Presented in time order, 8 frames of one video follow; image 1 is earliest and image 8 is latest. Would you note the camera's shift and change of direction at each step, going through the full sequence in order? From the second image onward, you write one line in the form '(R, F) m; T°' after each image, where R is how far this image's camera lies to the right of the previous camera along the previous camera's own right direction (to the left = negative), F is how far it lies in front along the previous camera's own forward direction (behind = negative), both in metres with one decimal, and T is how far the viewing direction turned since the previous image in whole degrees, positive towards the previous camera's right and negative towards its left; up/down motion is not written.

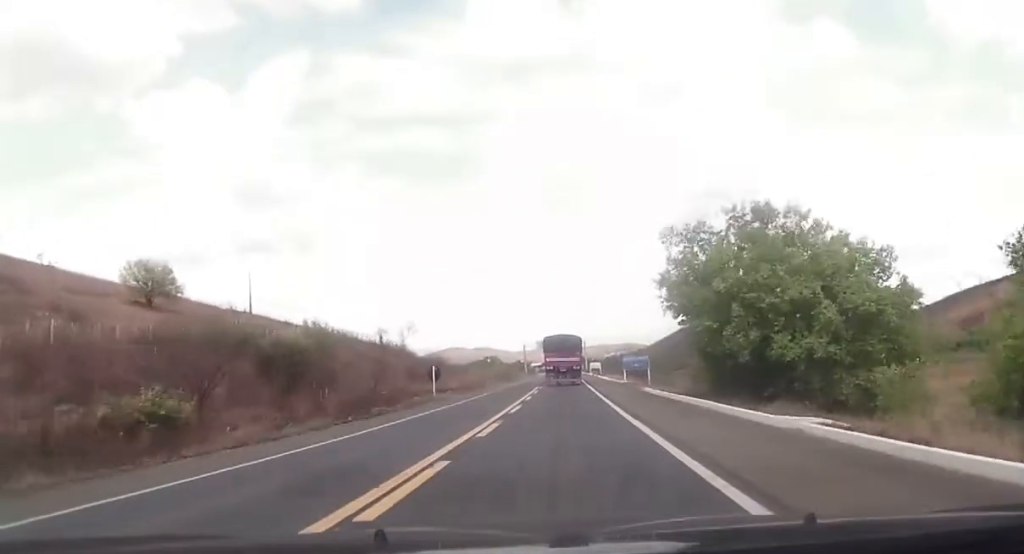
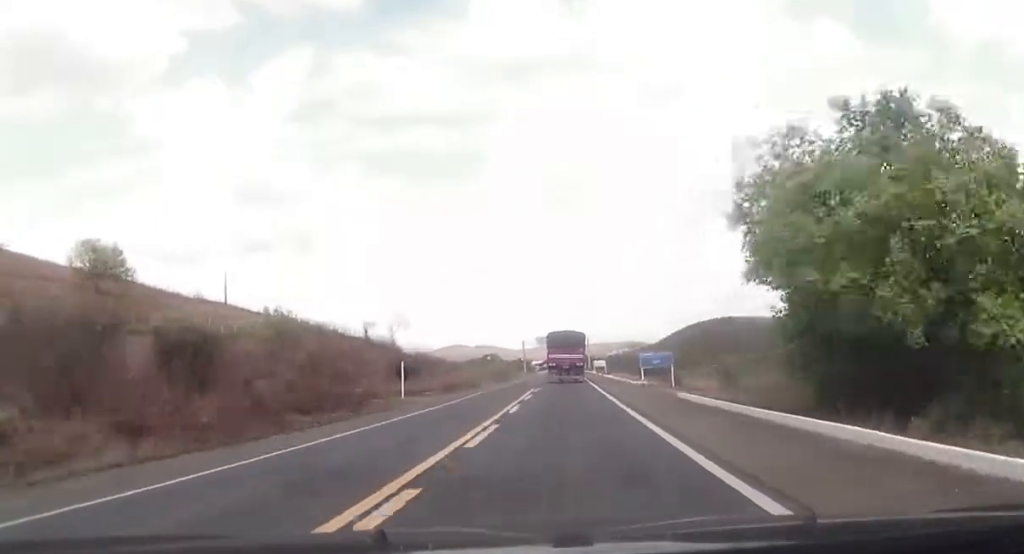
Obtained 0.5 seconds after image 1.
(+0.2, +11.1) m; 0°
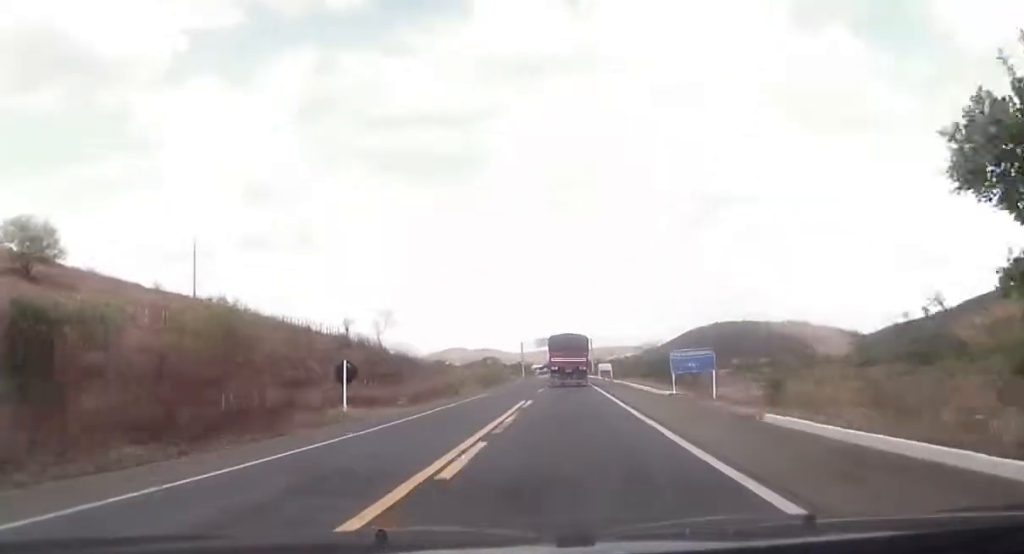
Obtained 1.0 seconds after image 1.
(+0.2, +11.9) m; 0°
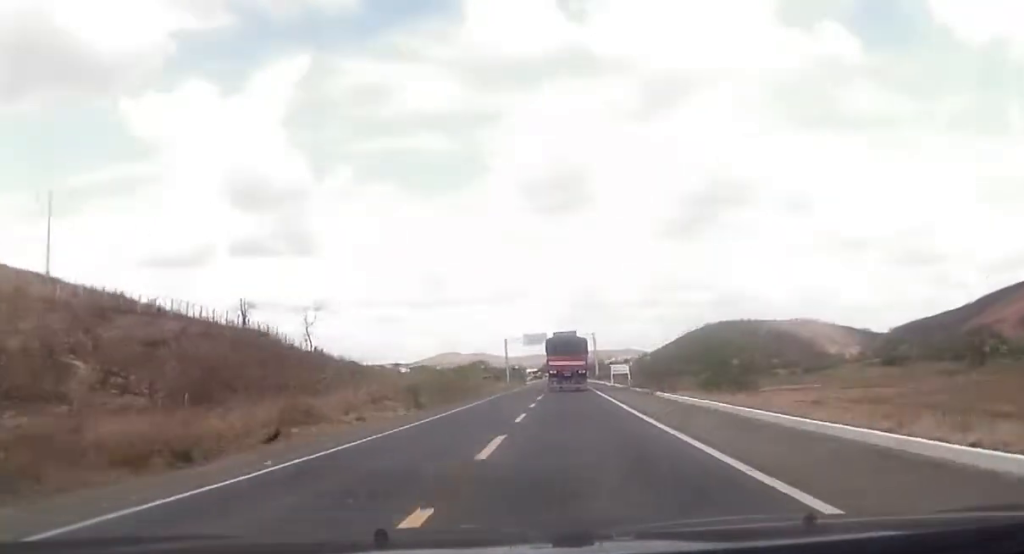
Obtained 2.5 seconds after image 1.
(-0.2, +35.7) m; 0°
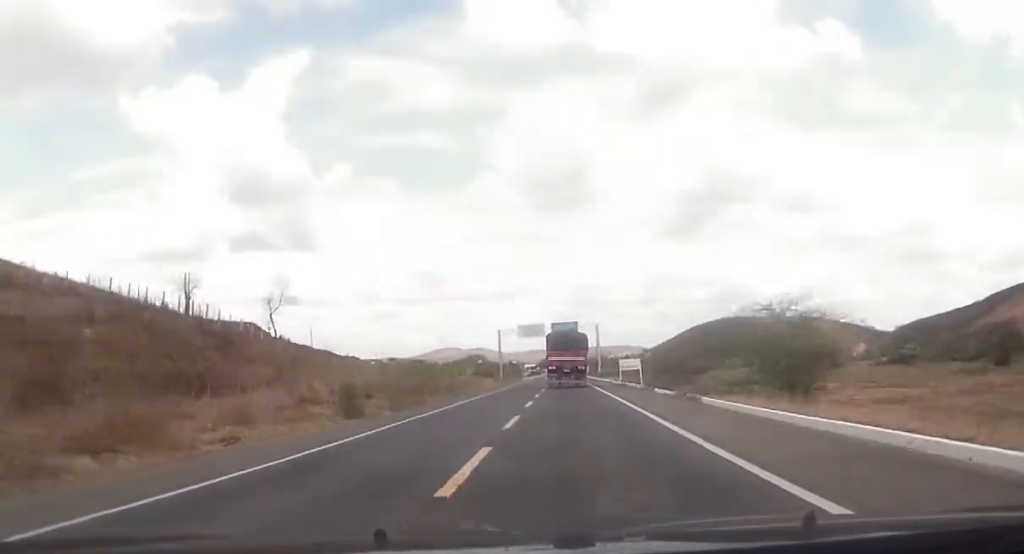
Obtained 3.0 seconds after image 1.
(+0.1, +12.2) m; 0°
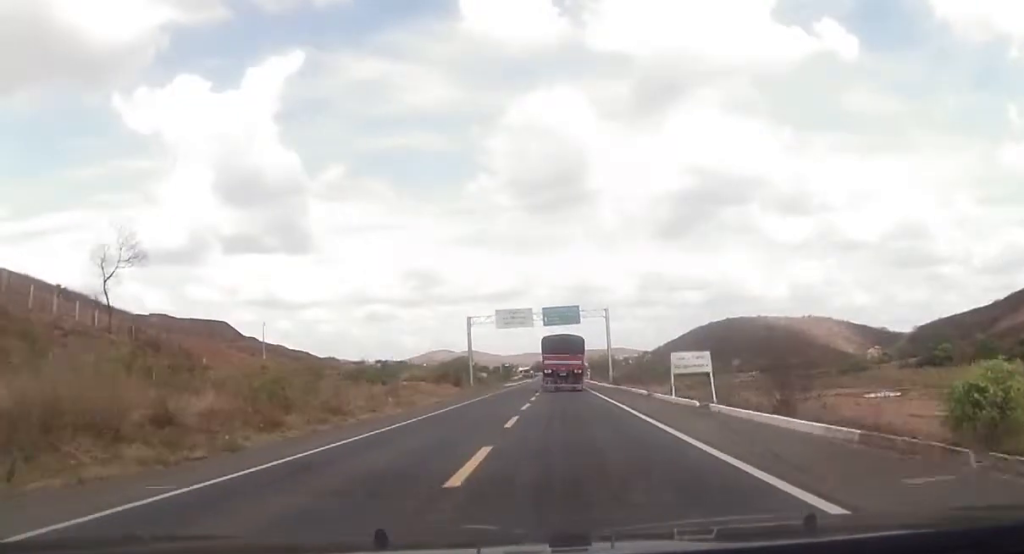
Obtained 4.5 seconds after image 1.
(-0.3, +32.8) m; -1°
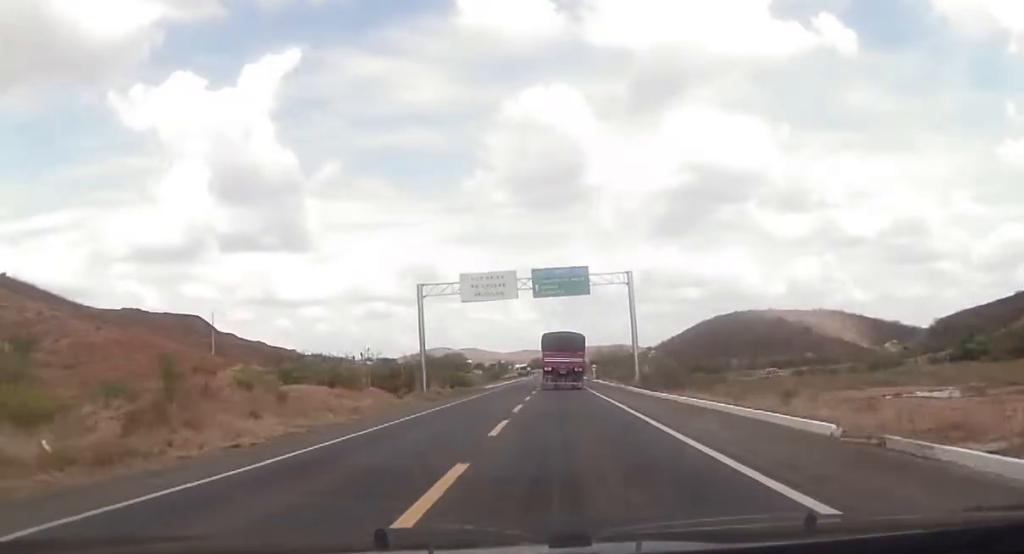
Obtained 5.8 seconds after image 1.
(-0.2, +27.7) m; -1°
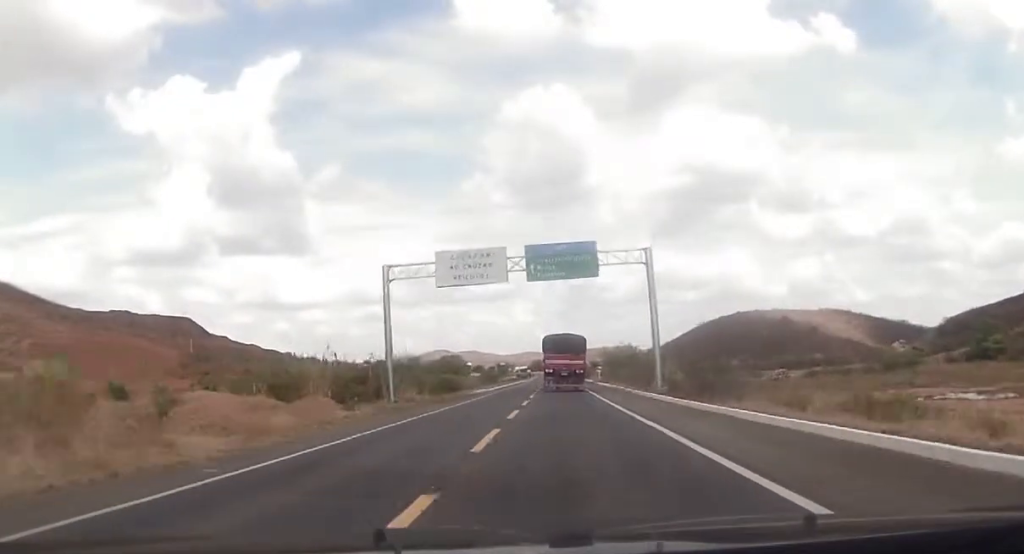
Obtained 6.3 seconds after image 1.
(0.0, +10.8) m; 0°
